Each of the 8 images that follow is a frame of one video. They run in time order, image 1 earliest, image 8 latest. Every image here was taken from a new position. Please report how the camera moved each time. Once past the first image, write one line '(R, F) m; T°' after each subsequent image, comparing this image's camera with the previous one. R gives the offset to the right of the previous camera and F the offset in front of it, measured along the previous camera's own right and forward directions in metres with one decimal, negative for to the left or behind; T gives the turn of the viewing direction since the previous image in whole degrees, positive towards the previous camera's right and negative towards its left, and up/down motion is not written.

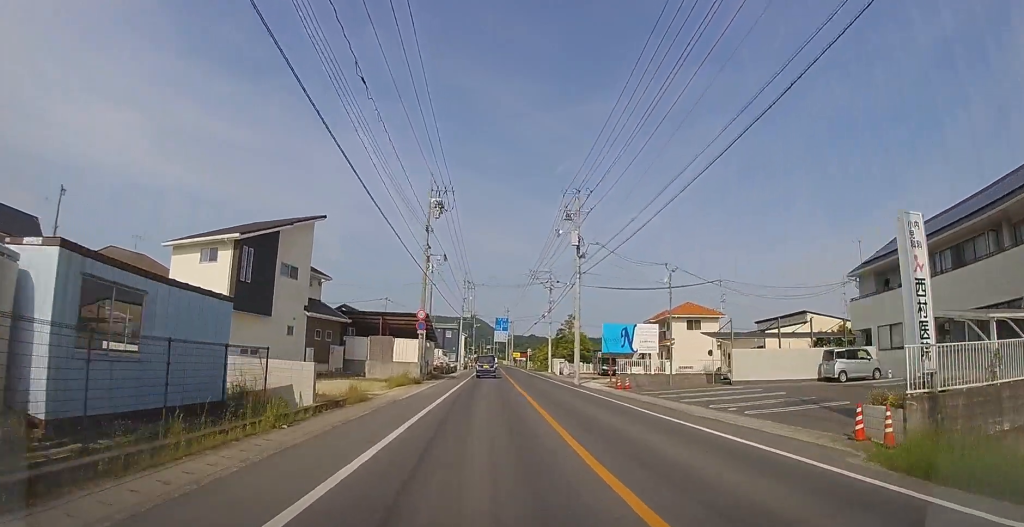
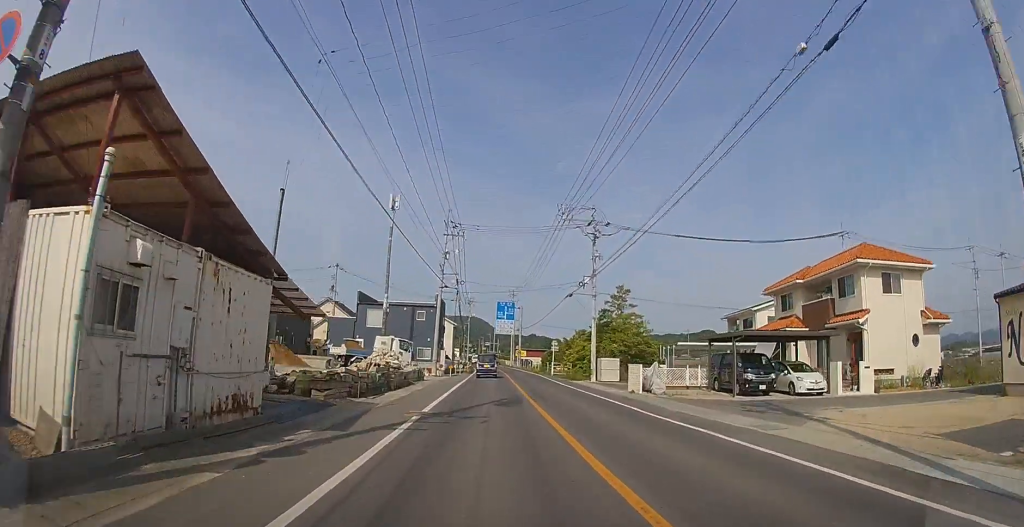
(0.0, +27.9) m; 0°
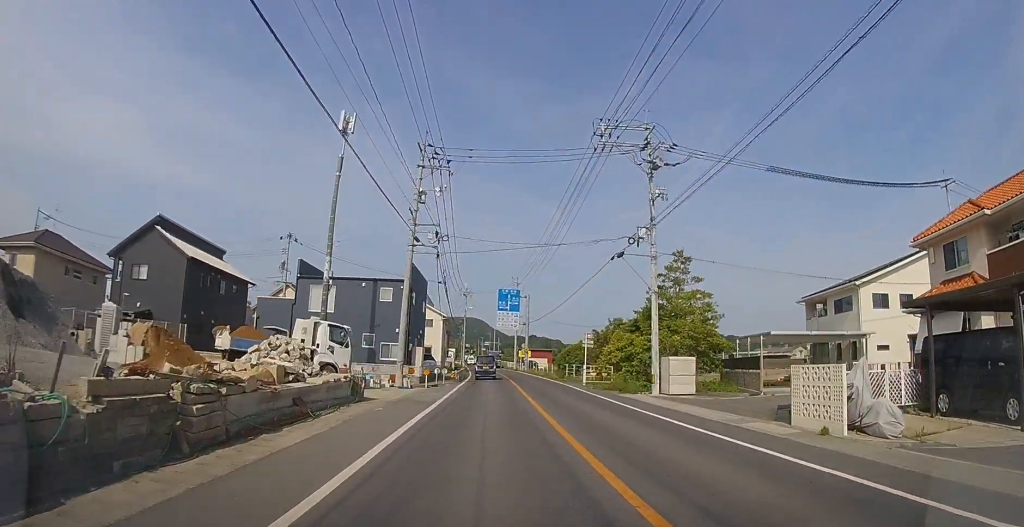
(0.0, +14.3) m; 0°
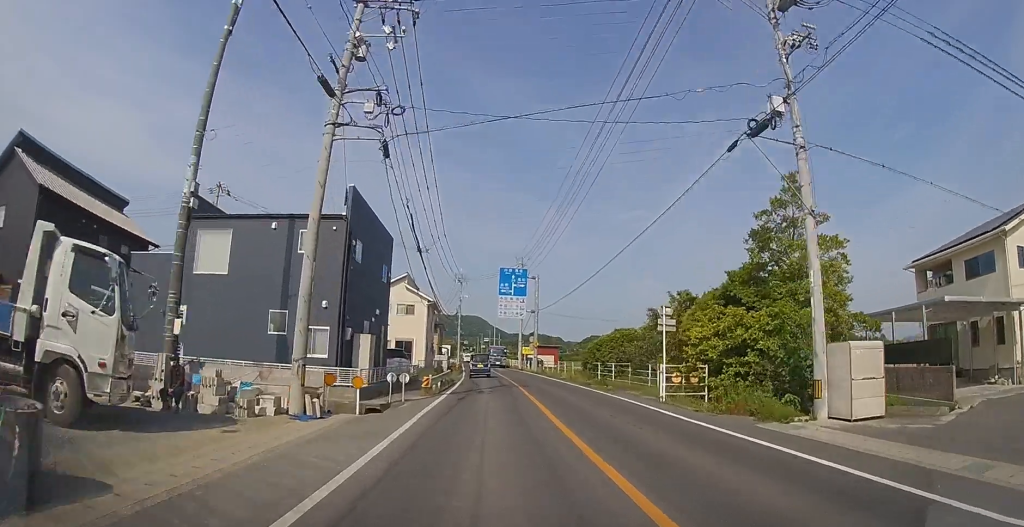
(0.0, +12.5) m; 0°
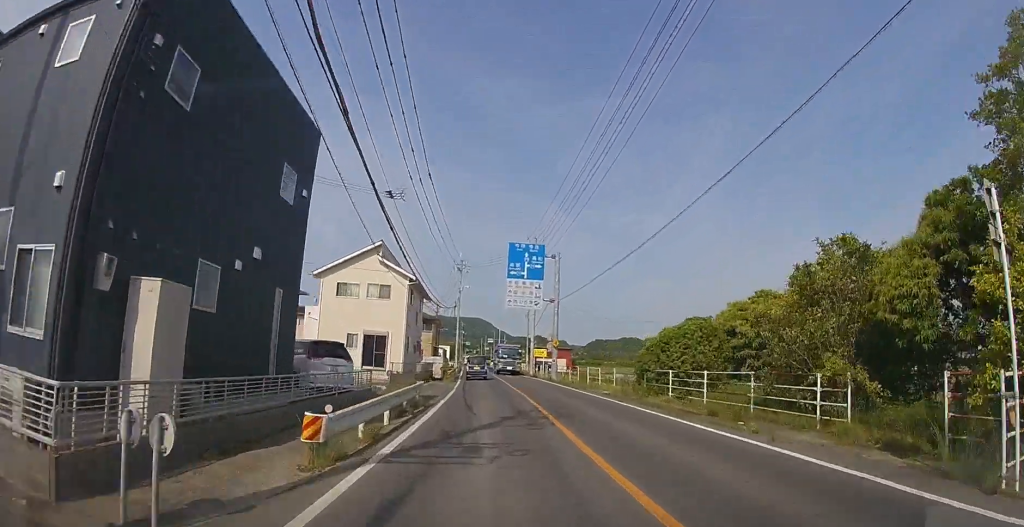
(-0.1, +11.9) m; 0°
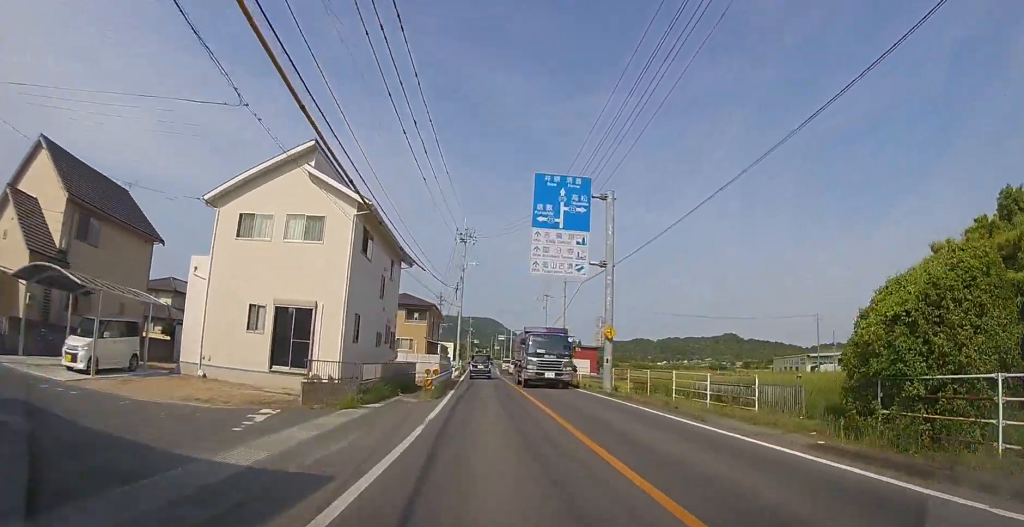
(0.0, +13.7) m; -1°
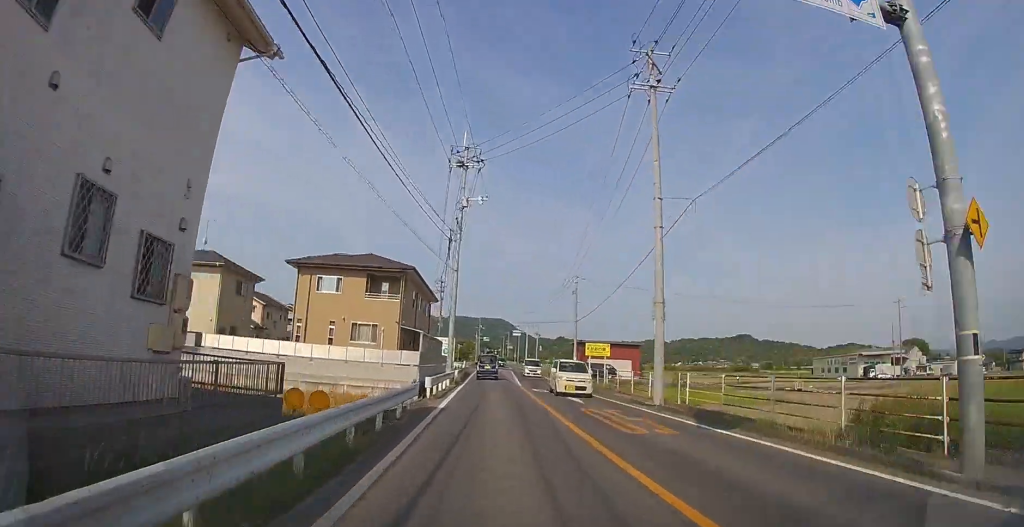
(-0.3, +17.9) m; -1°
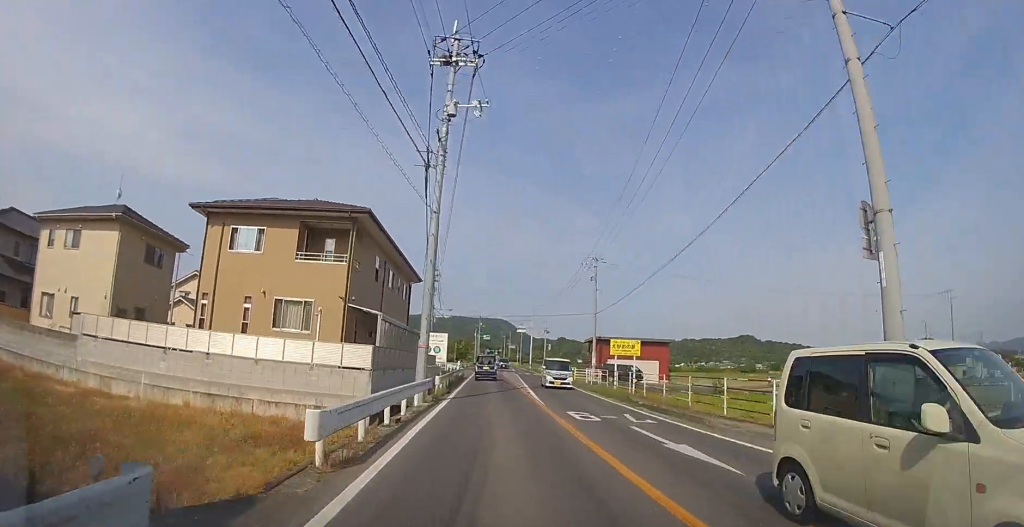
(0.0, +10.7) m; 0°
